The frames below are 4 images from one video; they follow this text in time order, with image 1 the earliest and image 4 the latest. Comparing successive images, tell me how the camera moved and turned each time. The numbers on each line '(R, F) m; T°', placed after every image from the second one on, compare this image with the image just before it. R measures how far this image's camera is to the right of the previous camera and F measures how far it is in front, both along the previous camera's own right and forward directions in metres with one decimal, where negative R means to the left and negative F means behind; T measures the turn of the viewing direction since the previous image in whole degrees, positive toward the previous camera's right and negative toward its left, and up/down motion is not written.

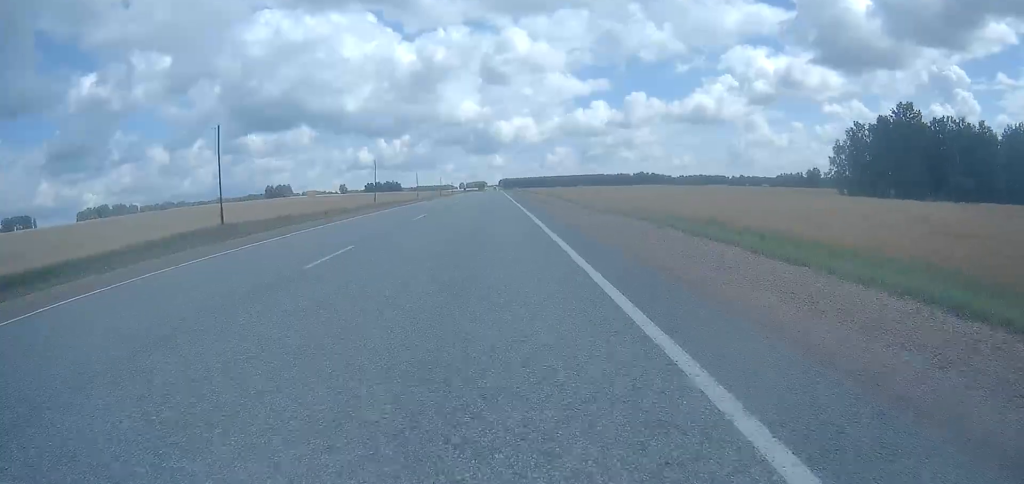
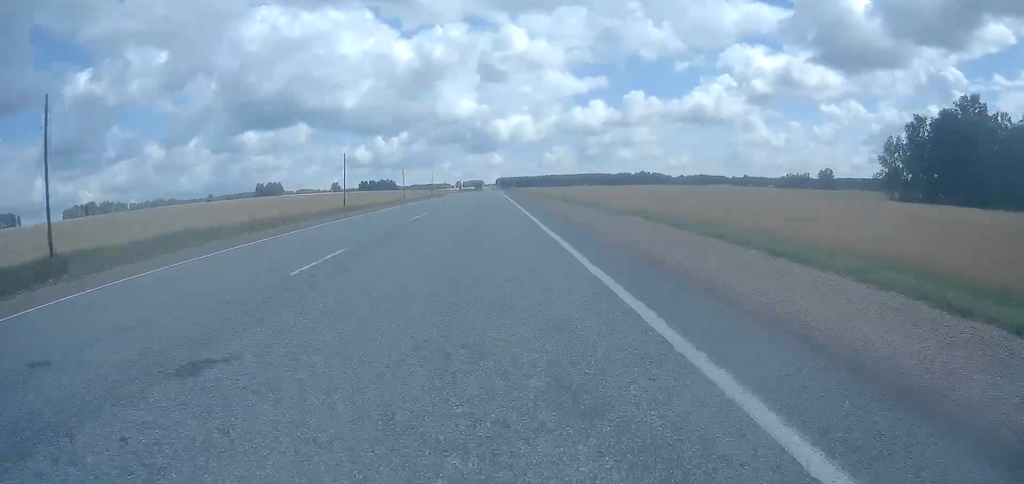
(-0.1, +25.1) m; 0°
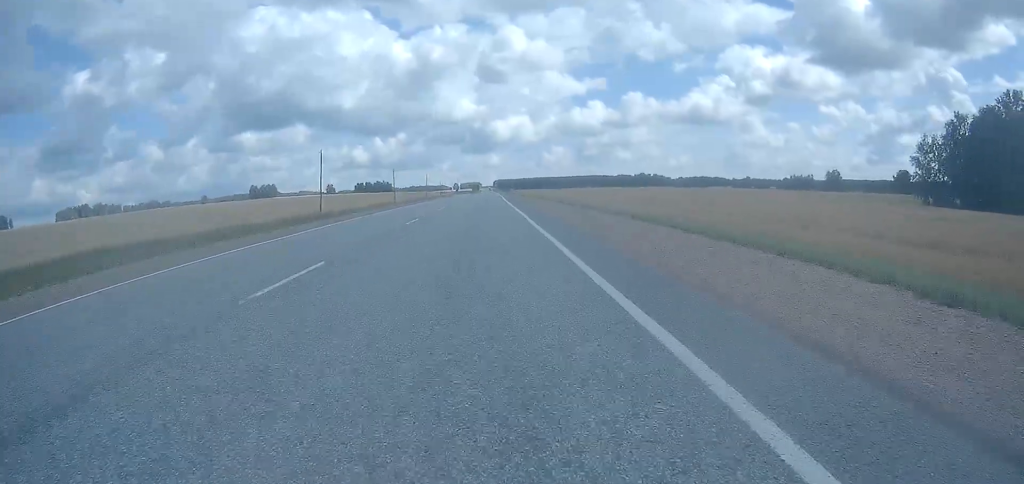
(-0.1, +13.6) m; 0°
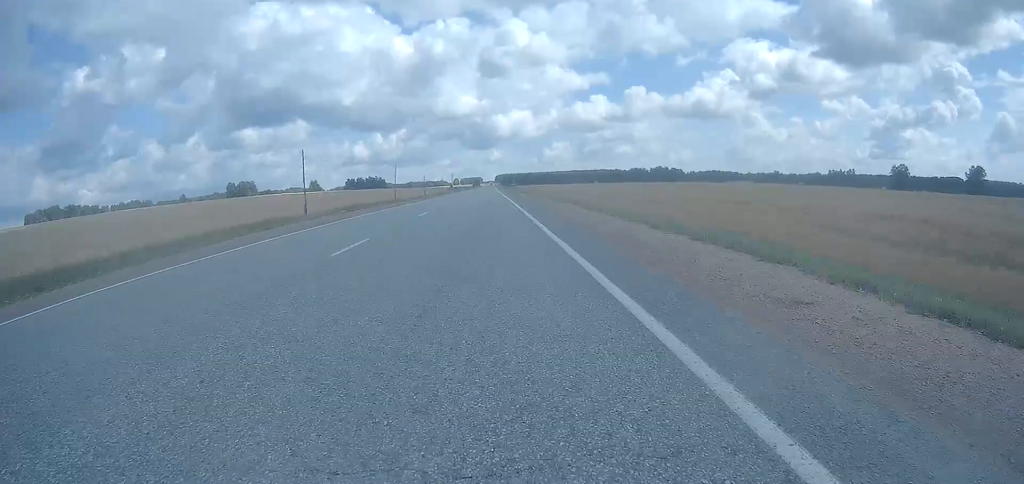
(+0.6, +79.6) m; +1°
